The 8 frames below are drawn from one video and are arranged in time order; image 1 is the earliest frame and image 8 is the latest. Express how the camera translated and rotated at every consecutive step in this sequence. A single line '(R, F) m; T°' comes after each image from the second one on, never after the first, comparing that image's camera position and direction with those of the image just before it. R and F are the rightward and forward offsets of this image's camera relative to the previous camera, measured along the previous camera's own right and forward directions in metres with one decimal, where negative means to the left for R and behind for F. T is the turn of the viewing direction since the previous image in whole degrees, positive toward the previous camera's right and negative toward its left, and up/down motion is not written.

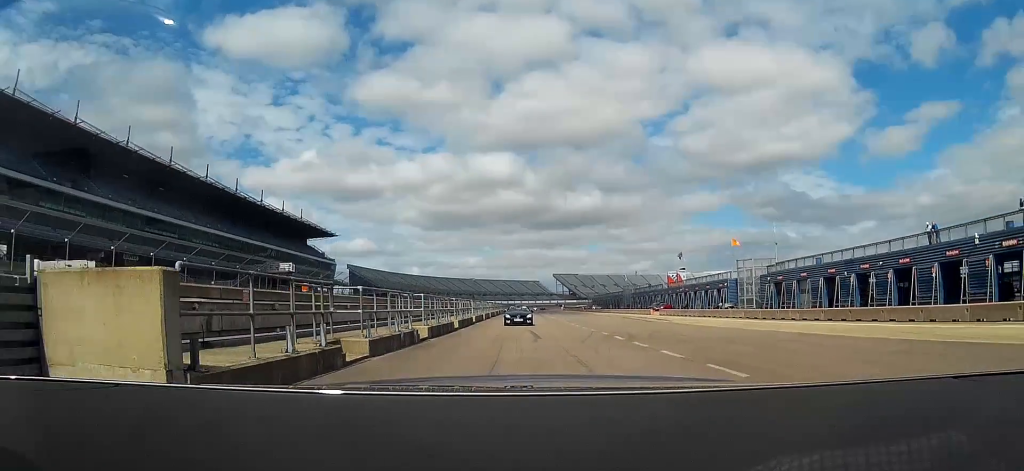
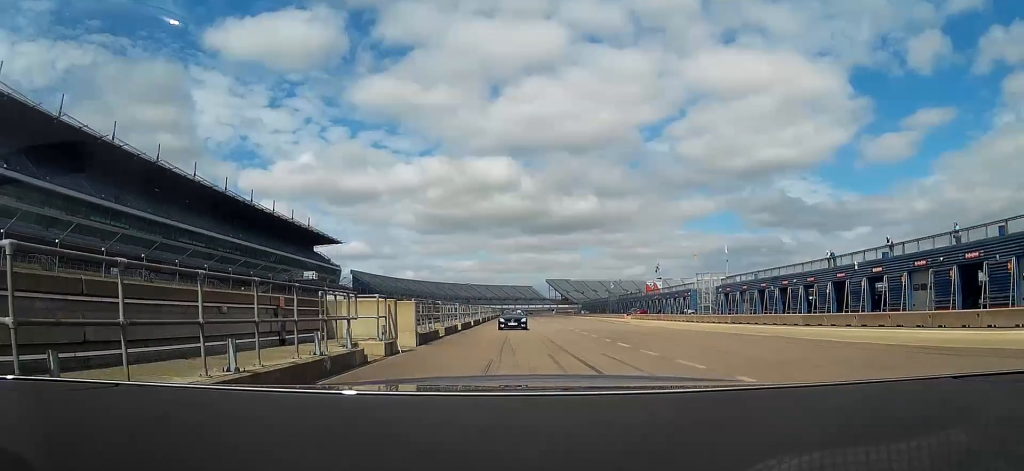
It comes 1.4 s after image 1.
(+0.1, +12.9) m; +1°
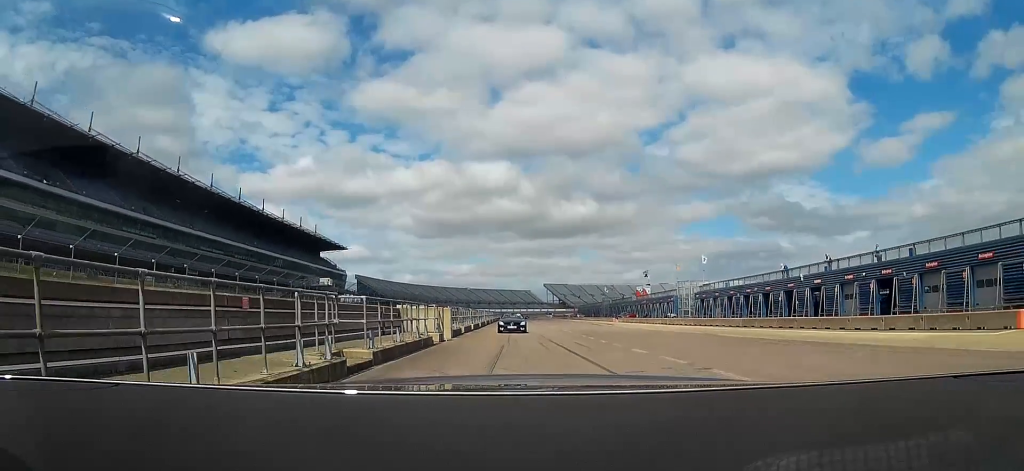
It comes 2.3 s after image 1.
(+0.1, +9.0) m; 0°
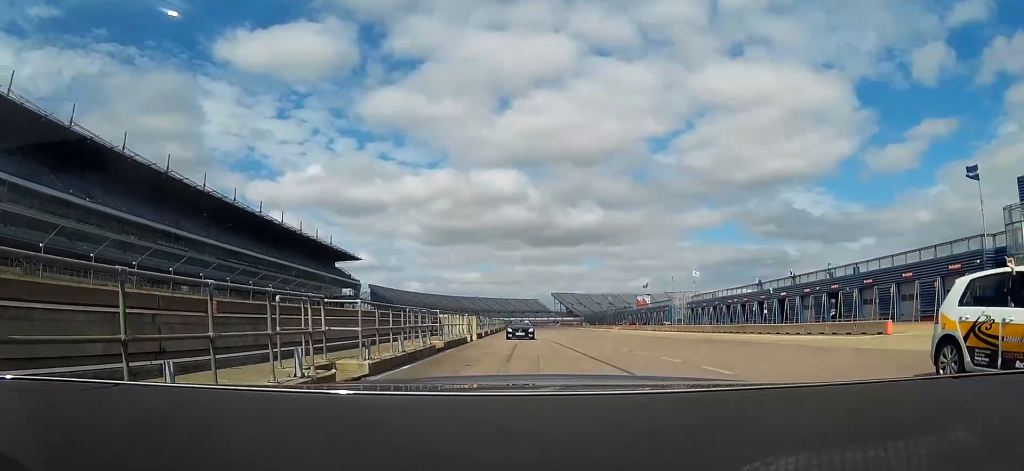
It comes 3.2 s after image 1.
(-0.1, +9.1) m; -1°
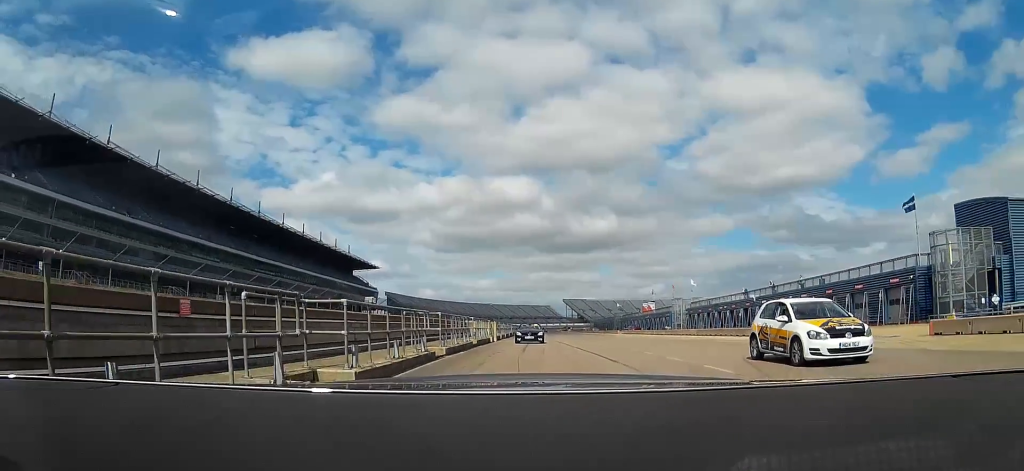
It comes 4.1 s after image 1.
(0.0, +9.3) m; -1°
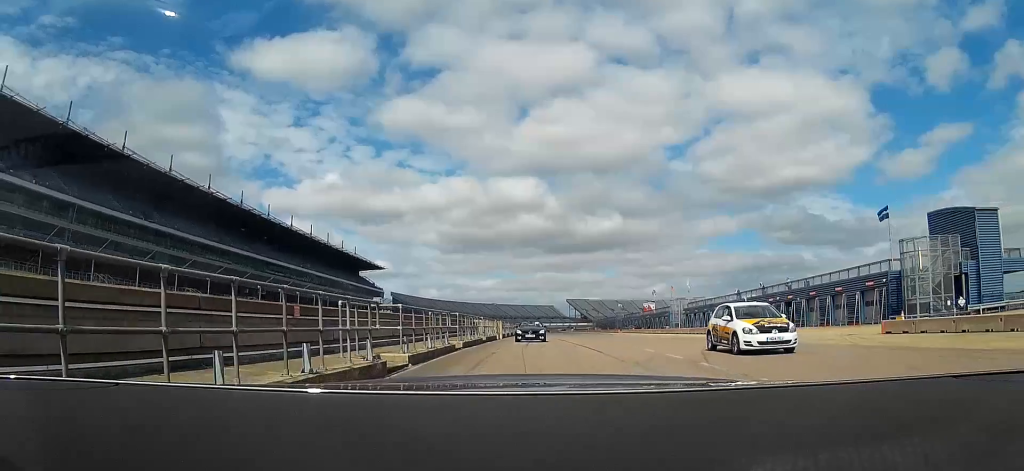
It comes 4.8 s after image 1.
(-0.1, +5.4) m; -1°
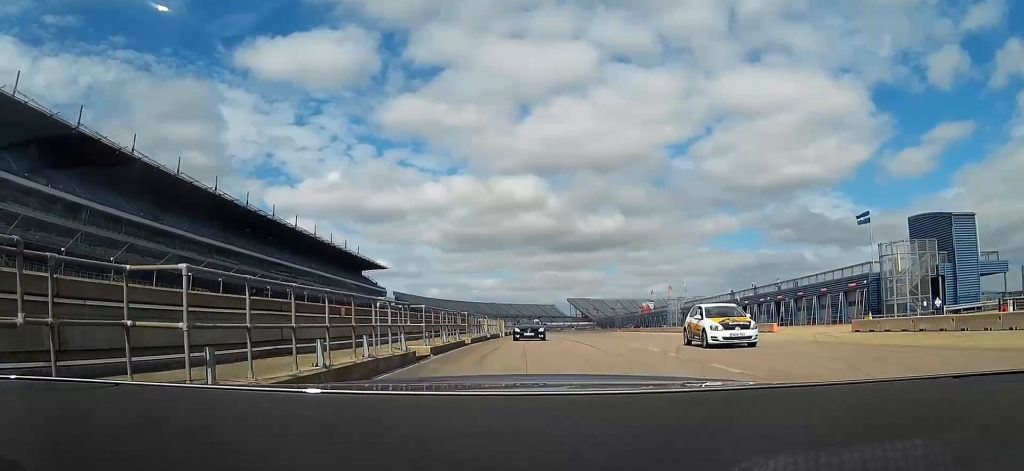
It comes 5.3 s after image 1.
(0.0, +4.3) m; -1°
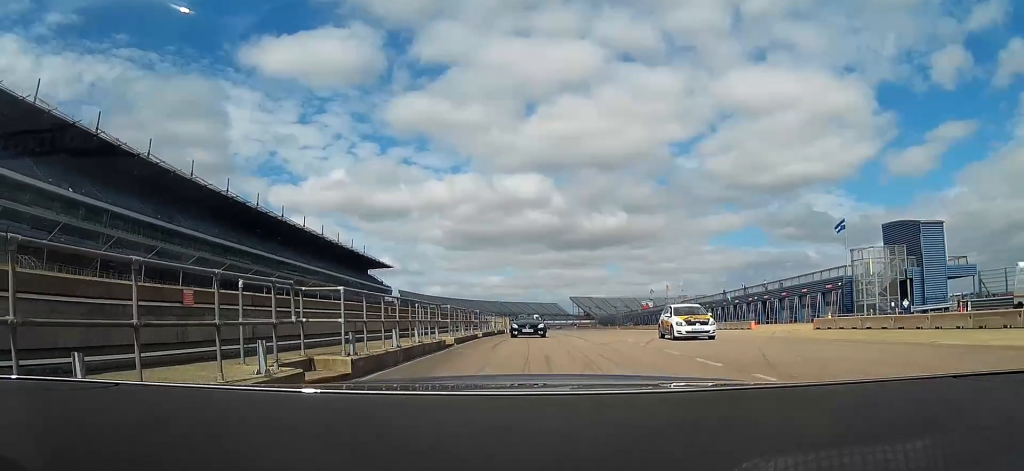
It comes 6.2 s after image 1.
(-0.2, +5.8) m; -1°
